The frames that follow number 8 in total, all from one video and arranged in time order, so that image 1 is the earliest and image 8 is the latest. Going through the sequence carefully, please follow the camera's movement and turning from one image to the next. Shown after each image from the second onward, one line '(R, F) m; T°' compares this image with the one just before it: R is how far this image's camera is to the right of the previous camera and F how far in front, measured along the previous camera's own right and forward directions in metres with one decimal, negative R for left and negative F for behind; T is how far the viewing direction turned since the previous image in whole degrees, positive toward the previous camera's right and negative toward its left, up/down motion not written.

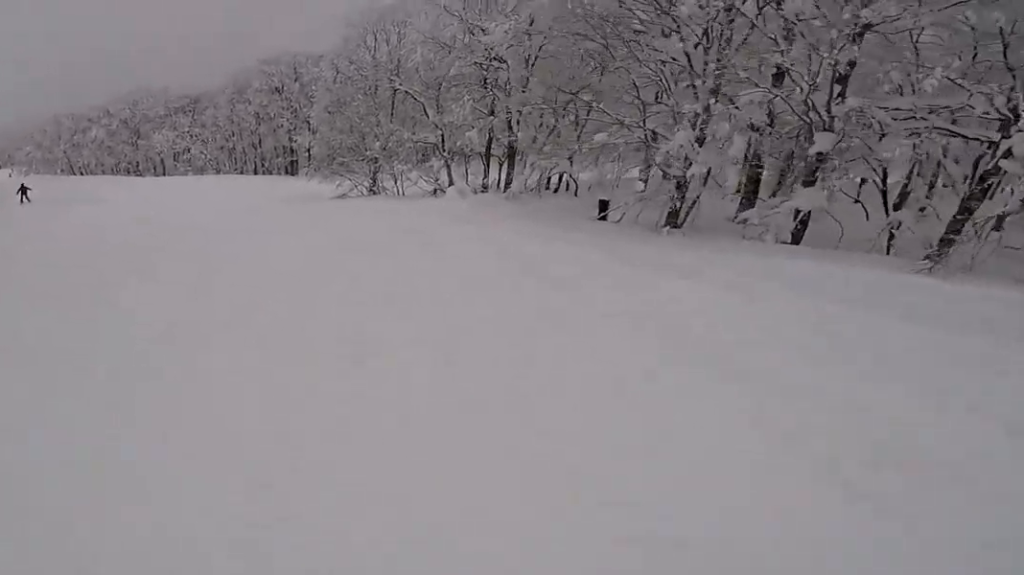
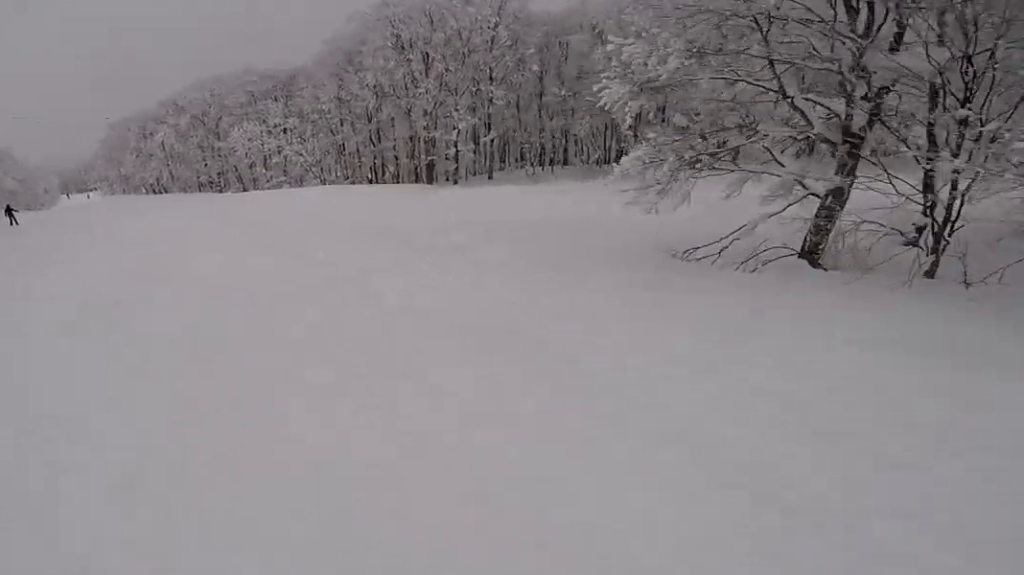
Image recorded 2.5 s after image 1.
(-4.5, +19.1) m; -19°
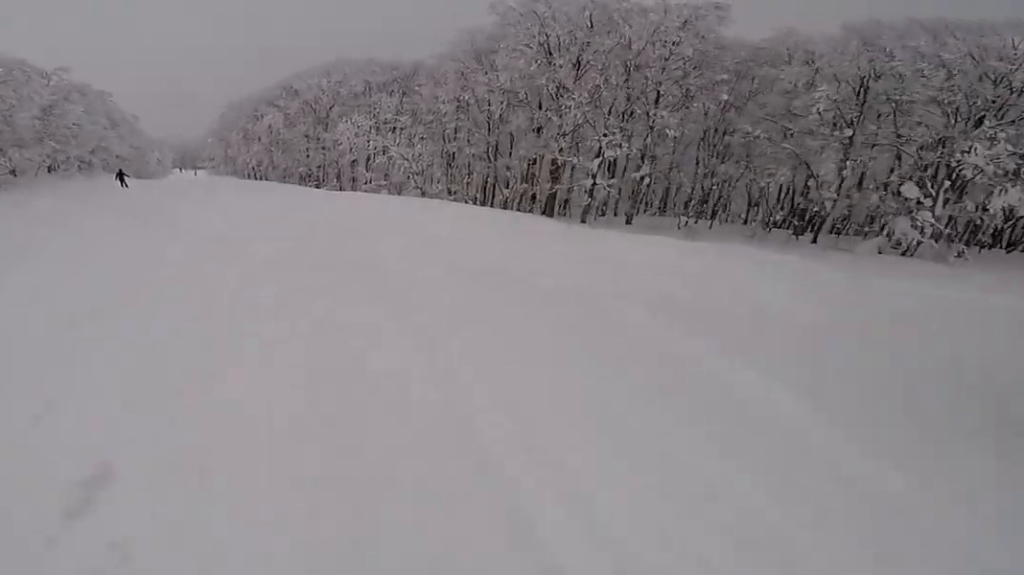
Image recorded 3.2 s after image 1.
(+0.3, +5.0) m; -4°
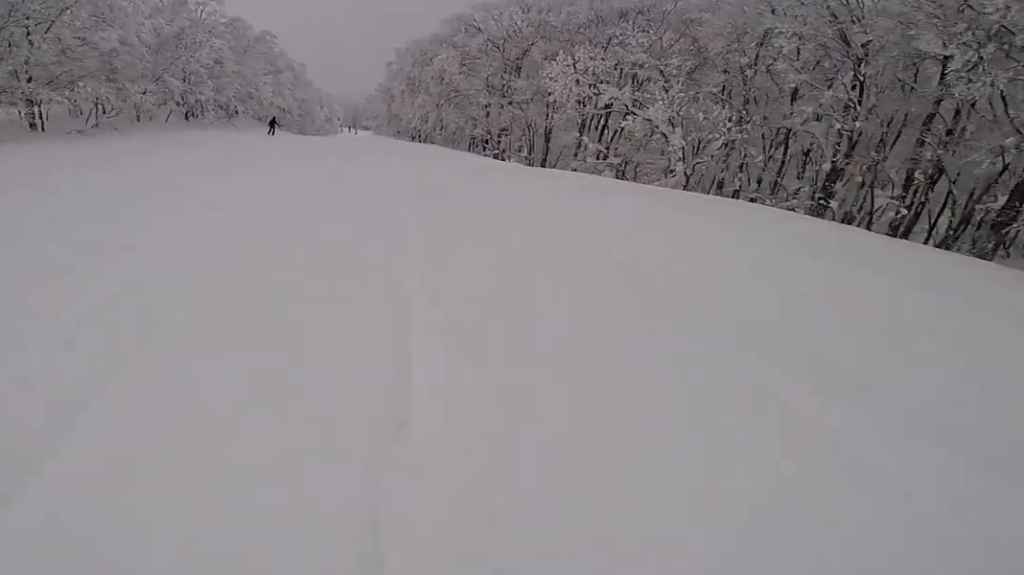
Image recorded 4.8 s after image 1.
(-1.8, +11.7) m; -15°
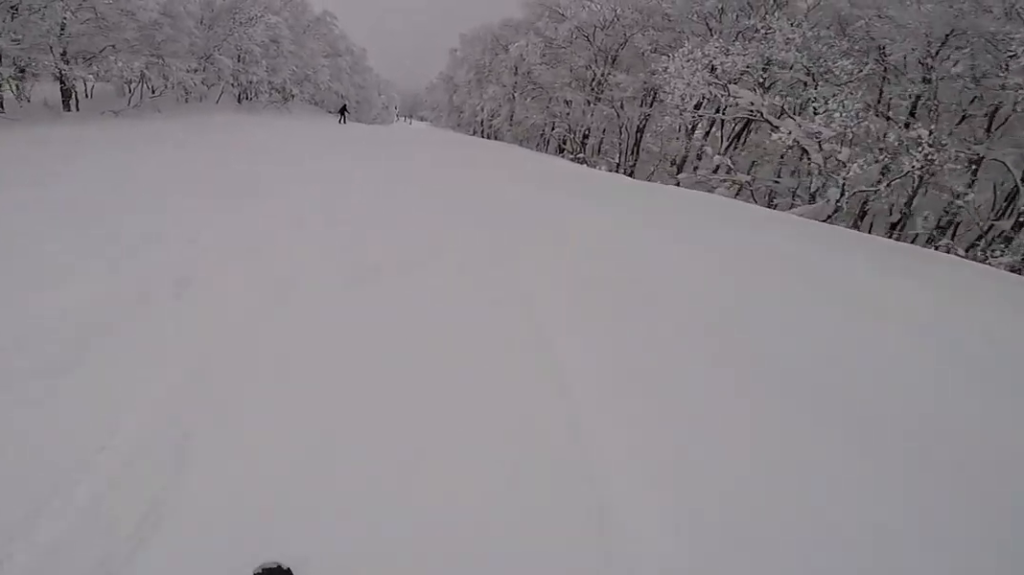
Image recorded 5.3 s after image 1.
(-0.2, +3.3) m; +3°
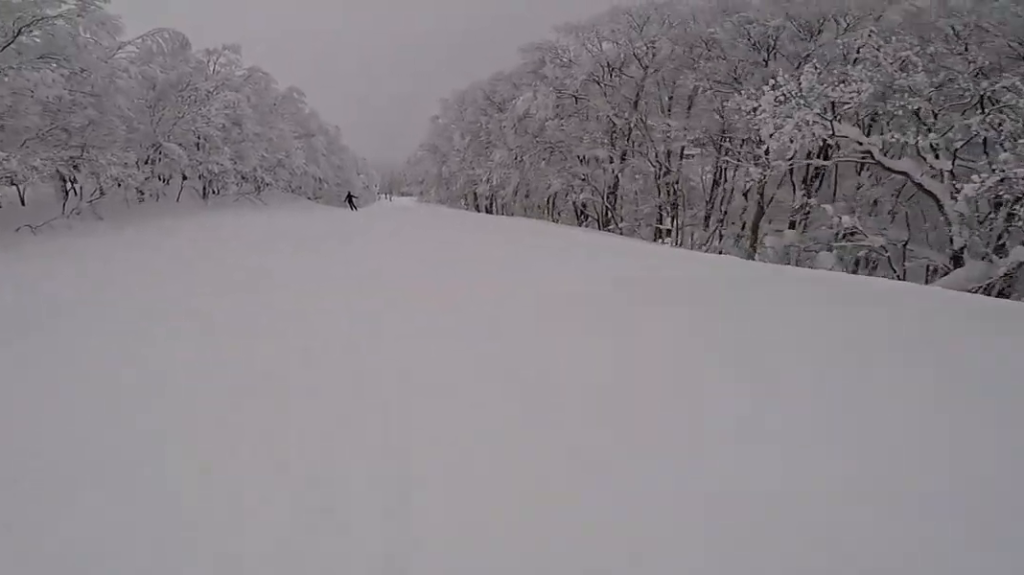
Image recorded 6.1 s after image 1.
(+0.4, +5.7) m; -2°
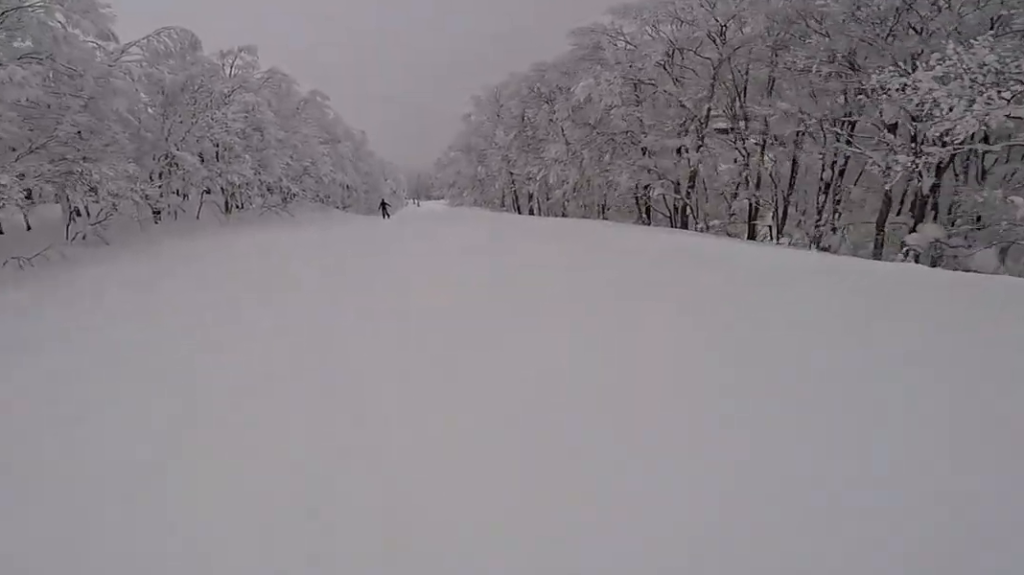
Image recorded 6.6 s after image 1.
(+0.6, +3.3) m; -3°
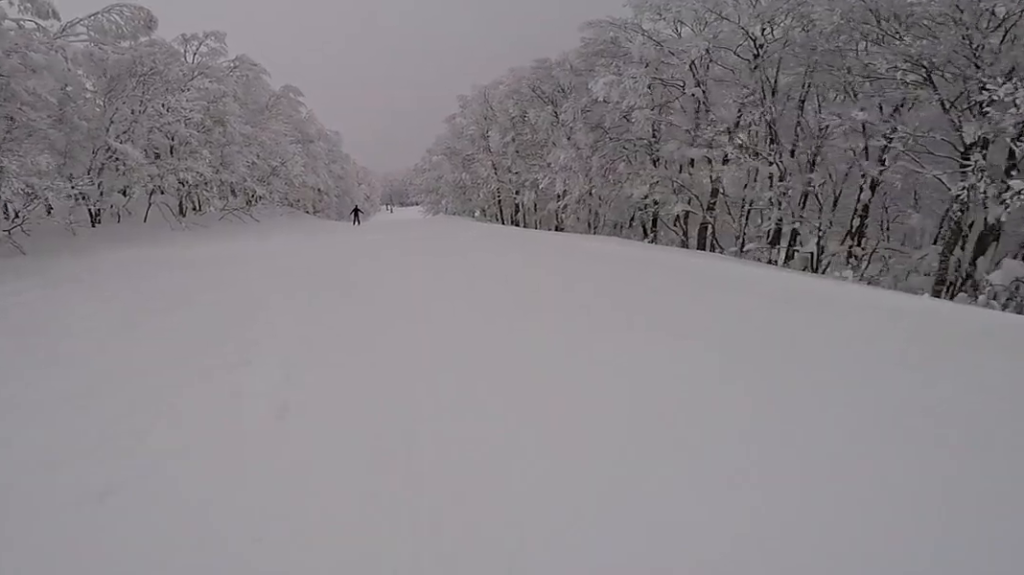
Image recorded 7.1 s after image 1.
(-0.8, +3.2) m; -1°
